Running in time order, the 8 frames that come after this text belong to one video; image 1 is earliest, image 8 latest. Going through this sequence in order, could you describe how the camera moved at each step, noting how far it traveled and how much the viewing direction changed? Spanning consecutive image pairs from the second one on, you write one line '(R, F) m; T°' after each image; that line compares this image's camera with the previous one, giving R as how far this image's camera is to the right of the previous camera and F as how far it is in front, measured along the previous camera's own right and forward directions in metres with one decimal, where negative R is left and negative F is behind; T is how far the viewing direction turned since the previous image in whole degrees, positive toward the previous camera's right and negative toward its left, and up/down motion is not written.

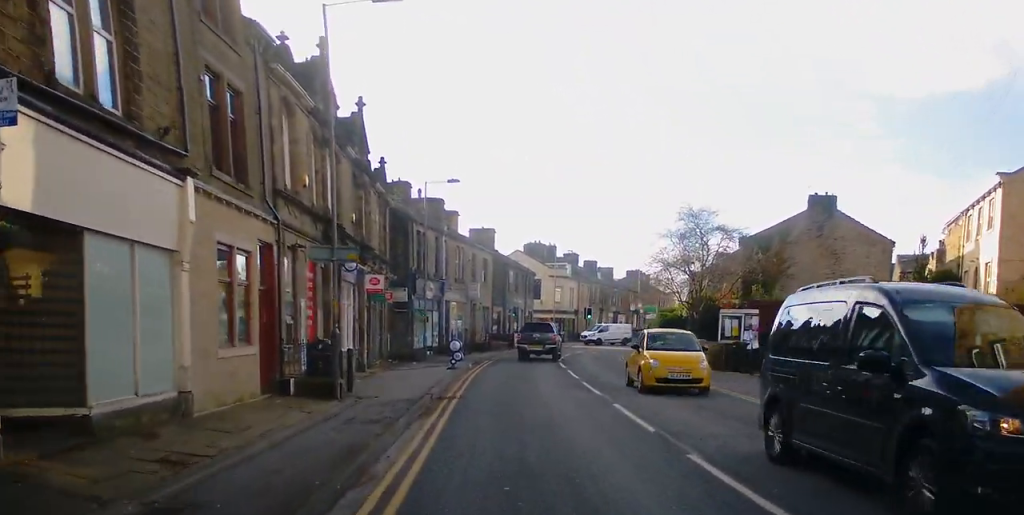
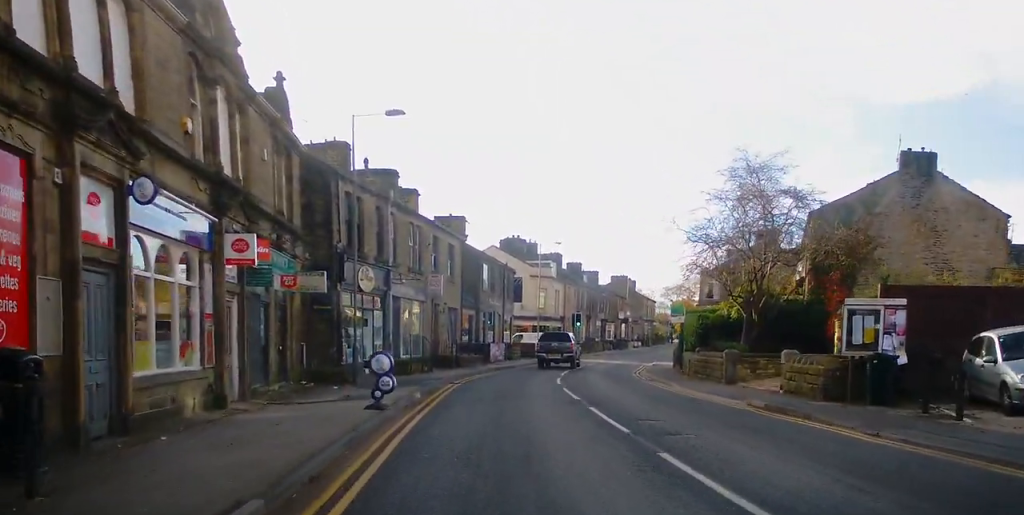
(+0.1, +12.5) m; 0°
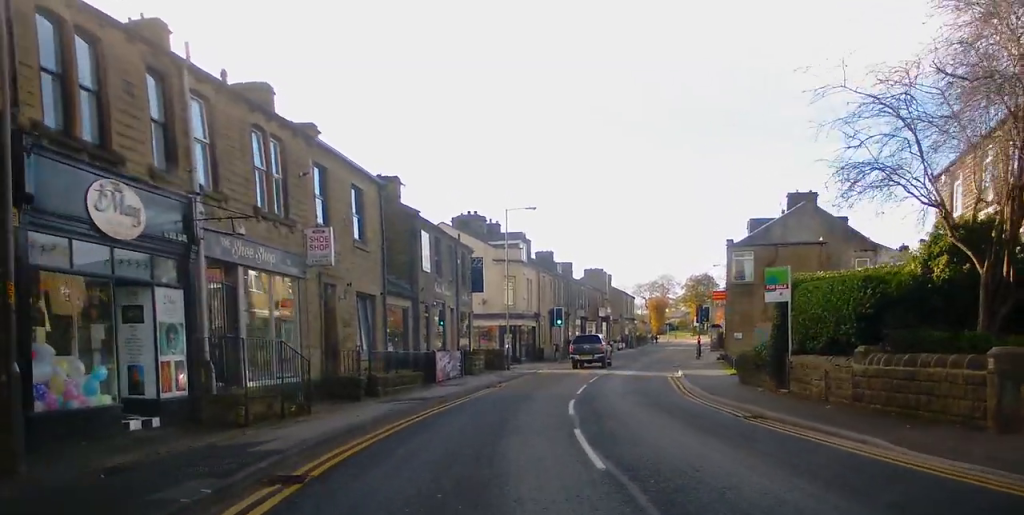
(+0.3, +16.5) m; +4°
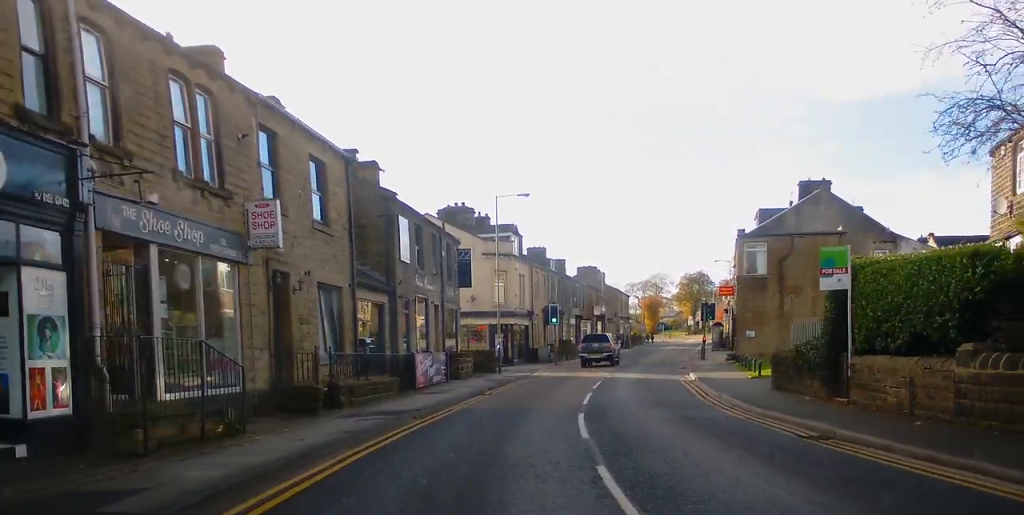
(-0.1, +3.8) m; +1°
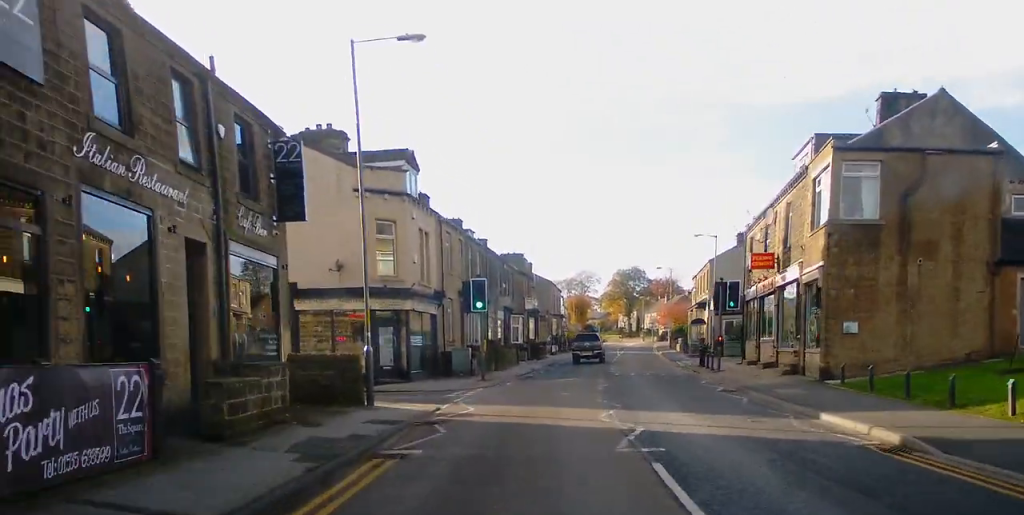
(+1.1, +18.9) m; +5°
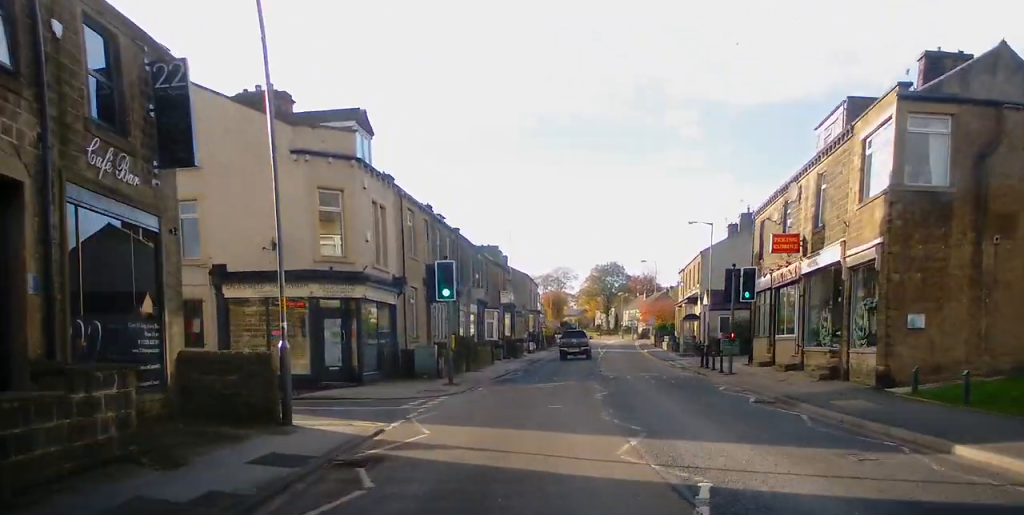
(0.0, +4.8) m; +1°
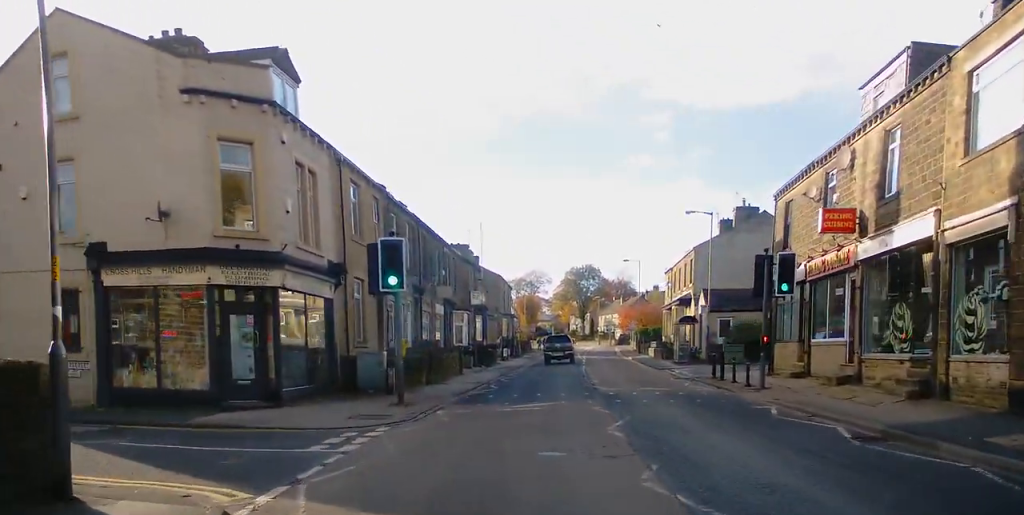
(+0.1, +6.0) m; +2°
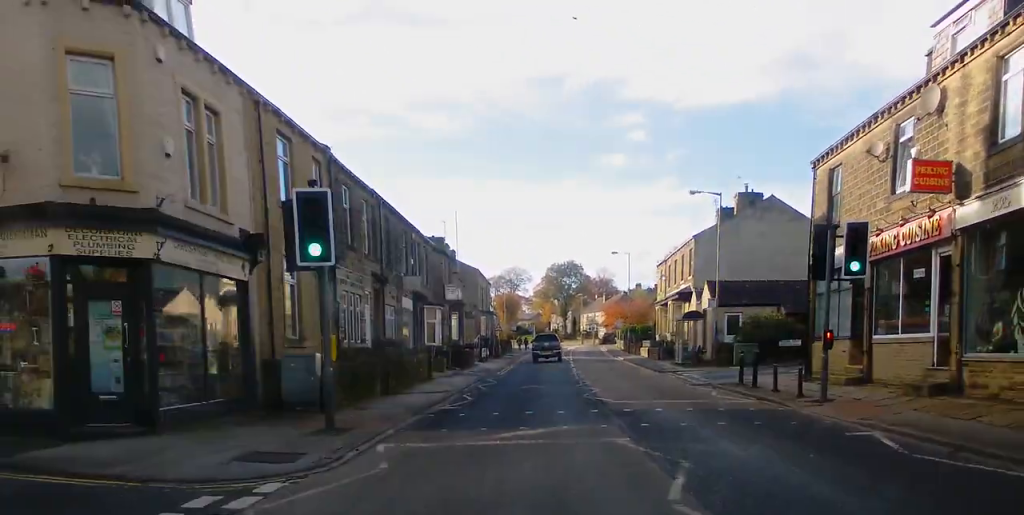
(+0.1, +5.4) m; +3°
